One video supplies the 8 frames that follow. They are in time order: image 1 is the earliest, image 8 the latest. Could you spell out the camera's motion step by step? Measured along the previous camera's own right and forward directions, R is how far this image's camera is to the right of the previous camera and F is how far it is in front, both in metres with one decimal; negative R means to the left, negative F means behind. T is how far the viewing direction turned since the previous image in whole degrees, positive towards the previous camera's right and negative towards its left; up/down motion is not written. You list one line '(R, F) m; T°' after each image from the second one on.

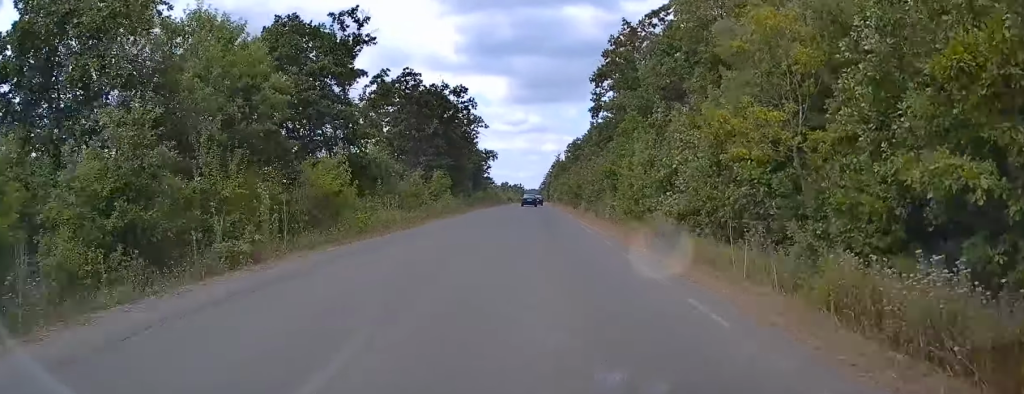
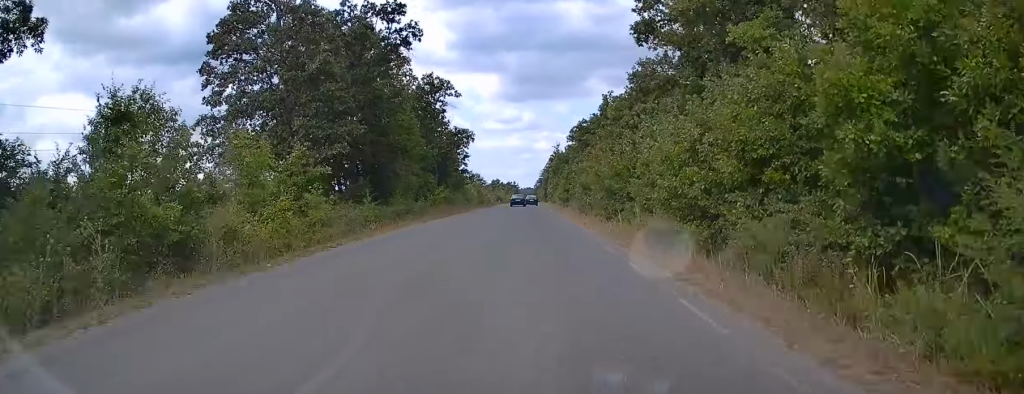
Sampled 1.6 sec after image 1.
(+0.1, +36.6) m; 0°
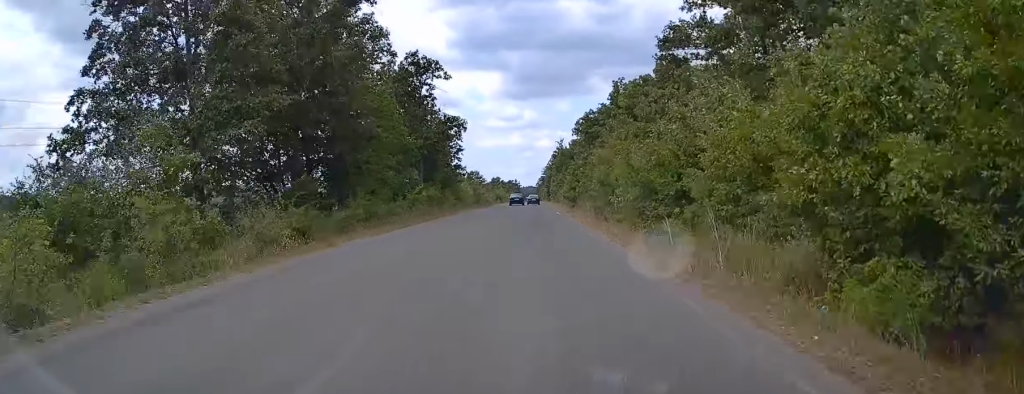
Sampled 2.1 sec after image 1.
(0.0, +11.7) m; 0°
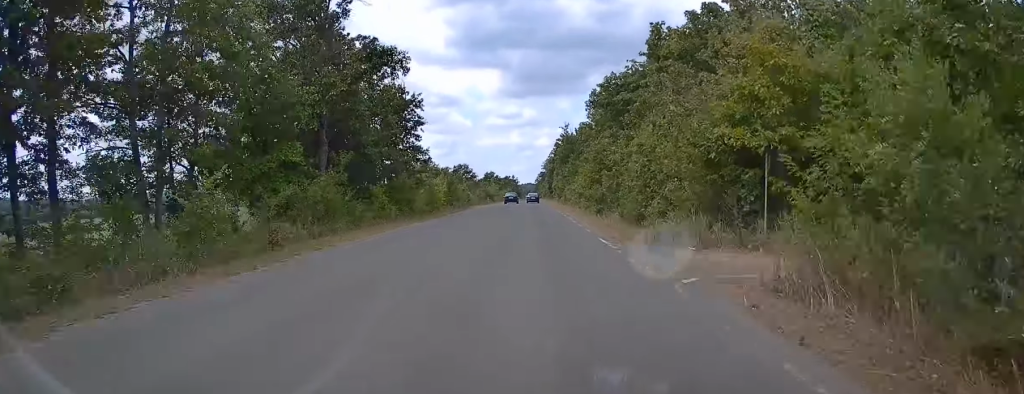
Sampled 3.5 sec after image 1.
(+0.1, +32.3) m; 0°
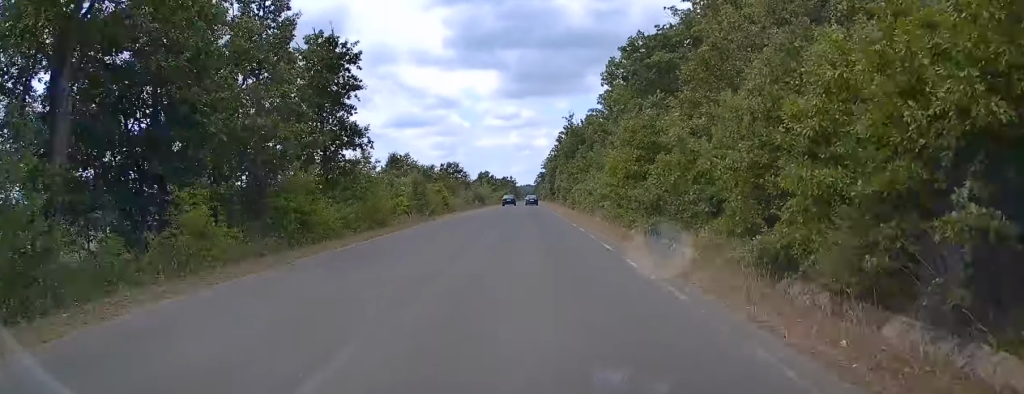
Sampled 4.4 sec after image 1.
(0.0, +21.4) m; 0°
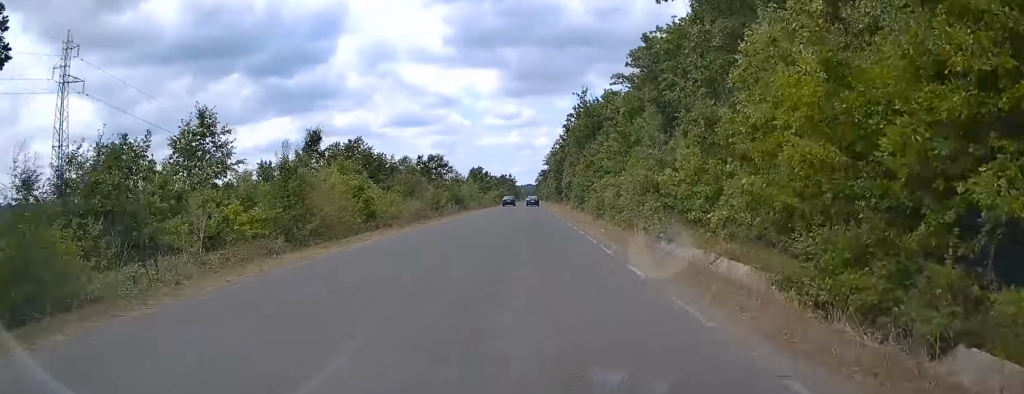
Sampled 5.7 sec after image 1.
(-0.1, +29.2) m; 0°
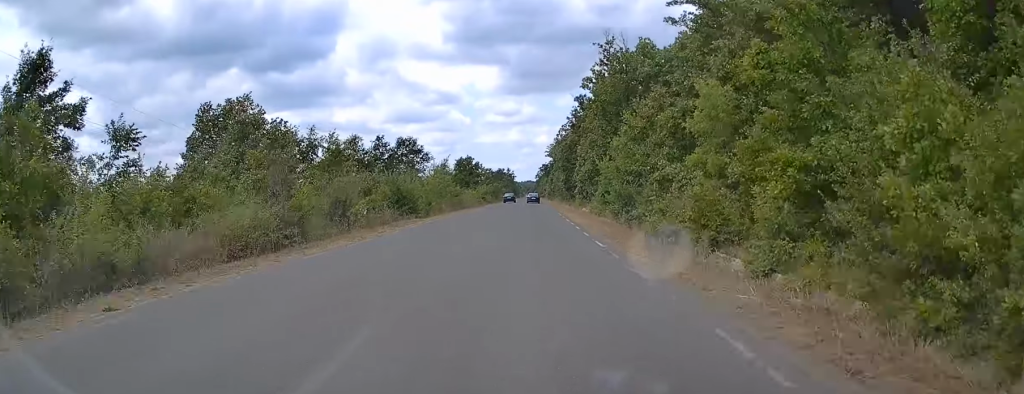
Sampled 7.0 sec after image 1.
(0.0, +30.4) m; 0°
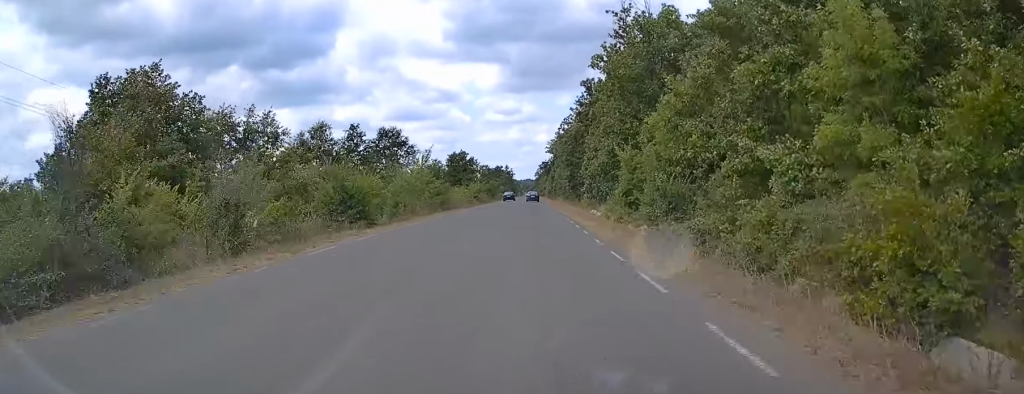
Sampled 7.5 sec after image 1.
(0.0, +11.7) m; 0°
